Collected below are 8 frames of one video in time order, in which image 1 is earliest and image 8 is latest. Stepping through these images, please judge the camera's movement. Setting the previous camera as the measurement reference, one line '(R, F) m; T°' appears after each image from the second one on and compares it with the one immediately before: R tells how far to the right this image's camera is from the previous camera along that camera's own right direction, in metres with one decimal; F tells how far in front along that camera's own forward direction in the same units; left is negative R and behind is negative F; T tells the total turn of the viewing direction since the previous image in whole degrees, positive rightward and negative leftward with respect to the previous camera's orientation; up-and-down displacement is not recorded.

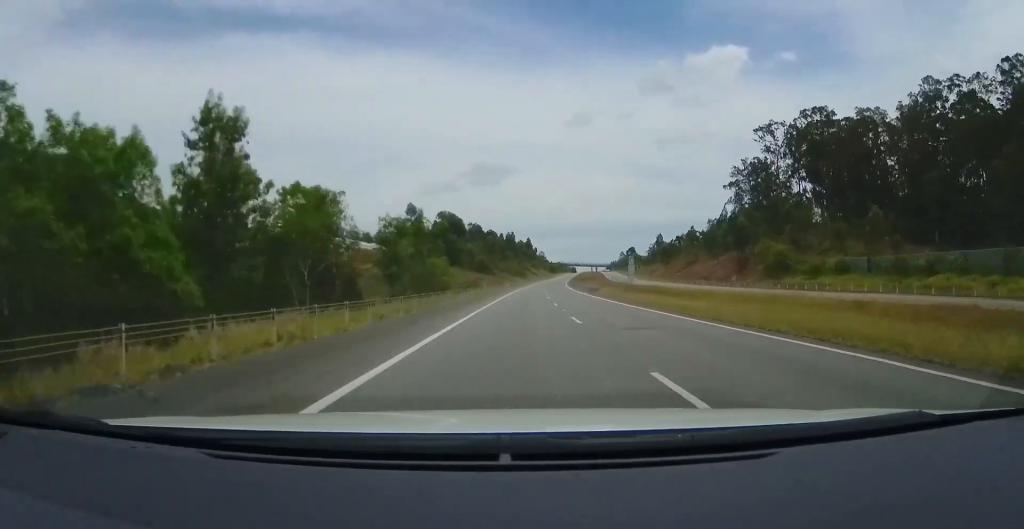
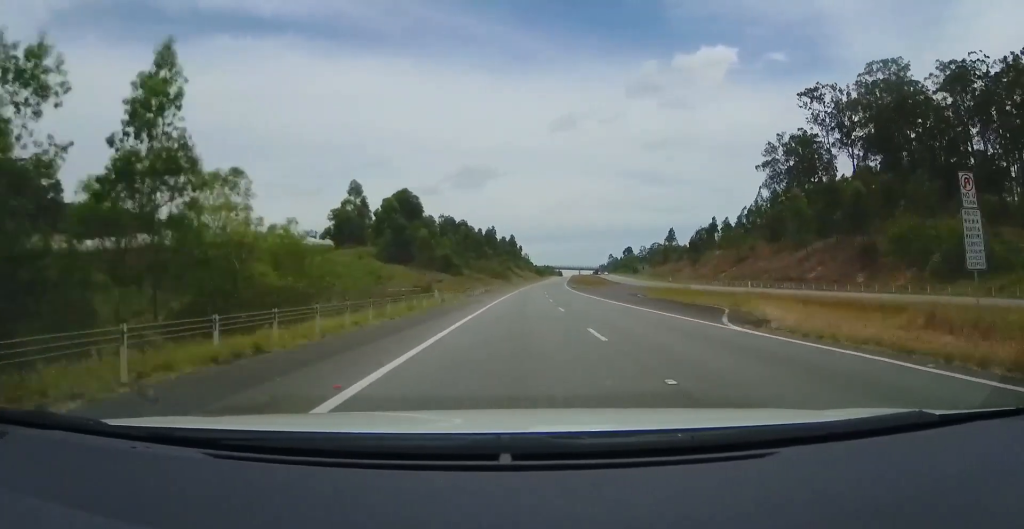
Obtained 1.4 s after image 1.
(+0.8, +41.5) m; +2°
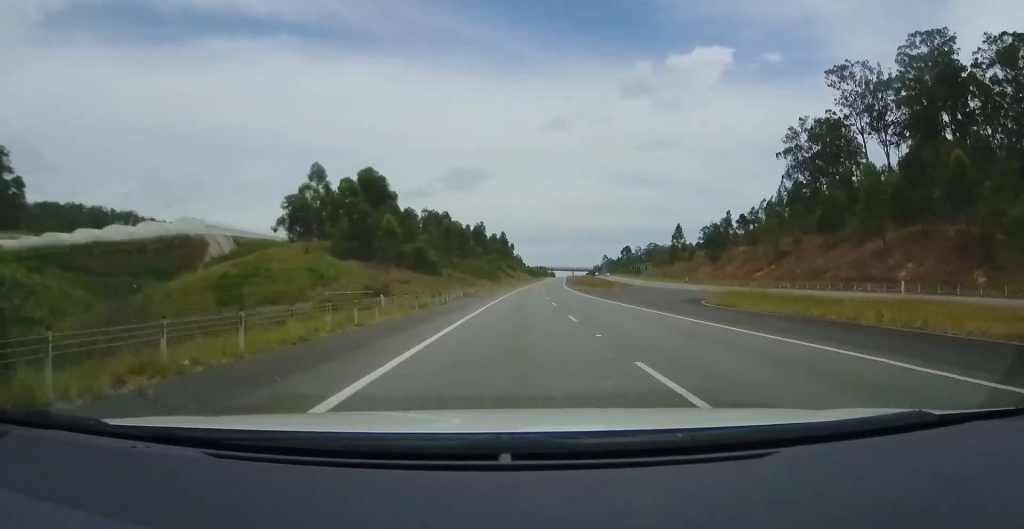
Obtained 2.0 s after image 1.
(+0.1, +18.8) m; 0°
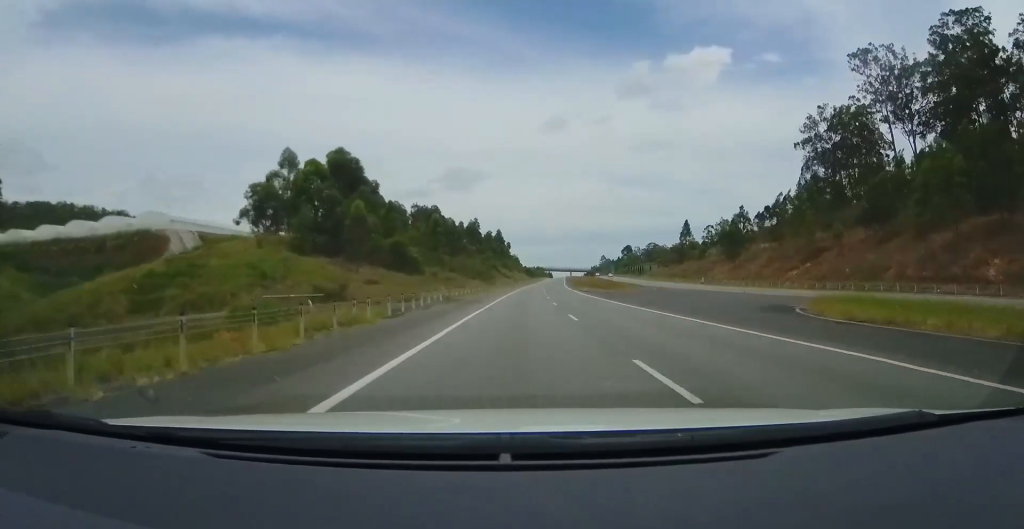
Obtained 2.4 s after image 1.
(0.0, +11.7) m; 0°
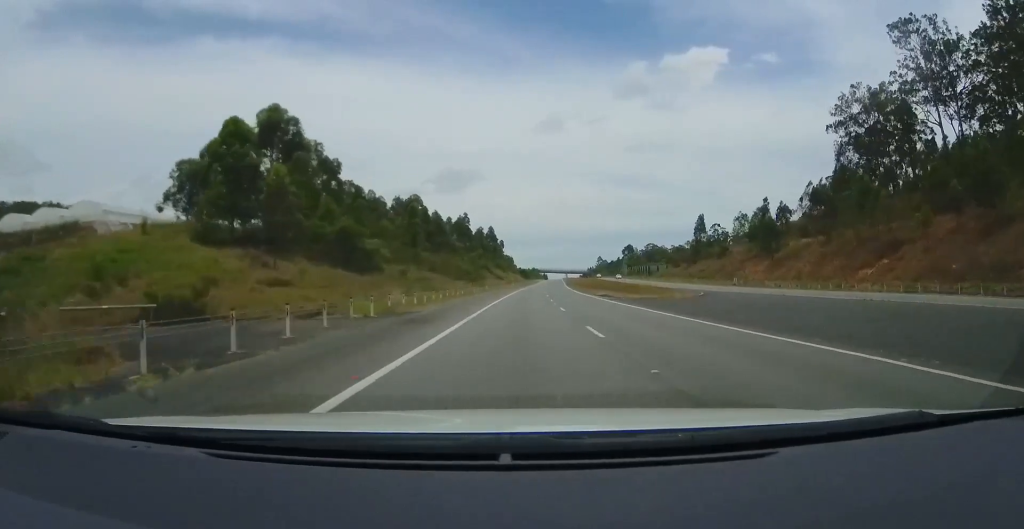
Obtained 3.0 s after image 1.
(0.0, +17.5) m; 0°
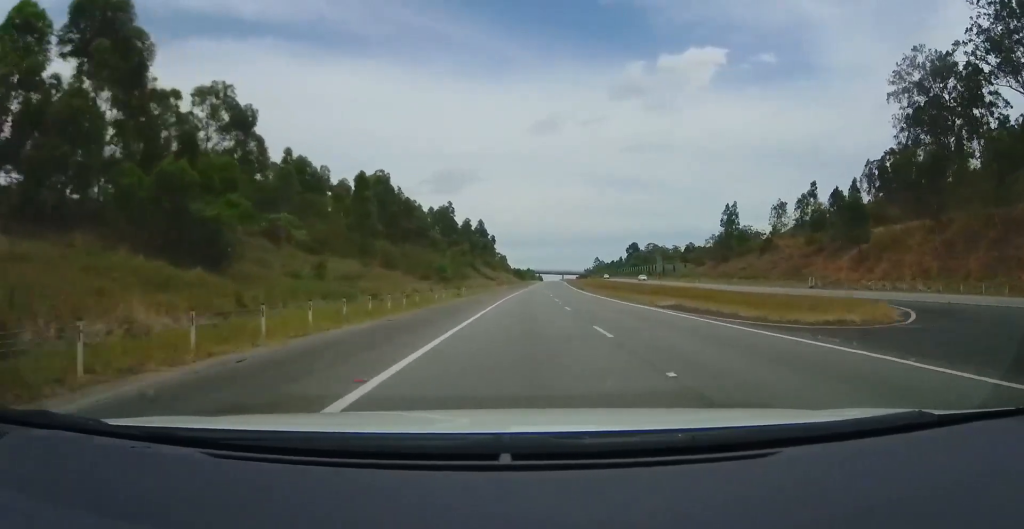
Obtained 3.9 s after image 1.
(+0.1, +24.5) m; +1°
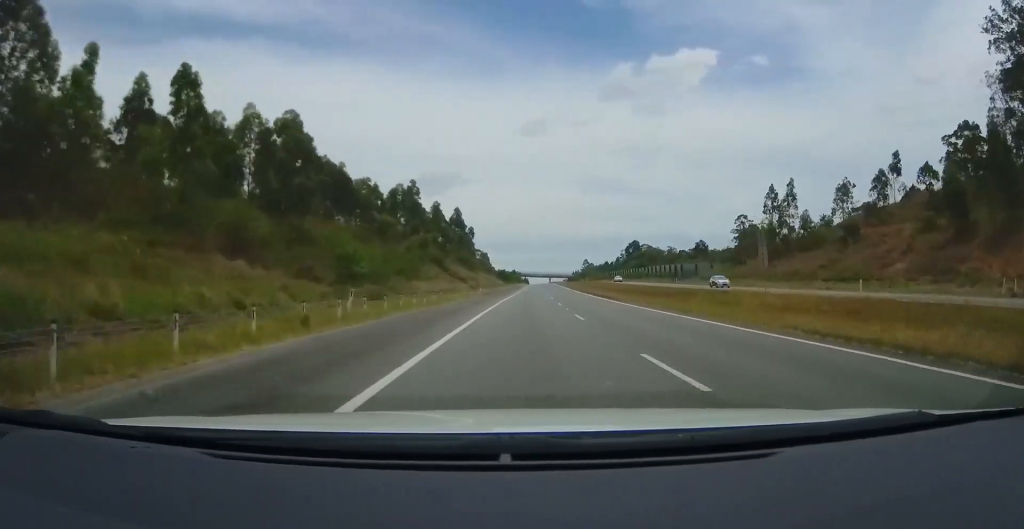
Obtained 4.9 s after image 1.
(+0.4, +30.2) m; +1°
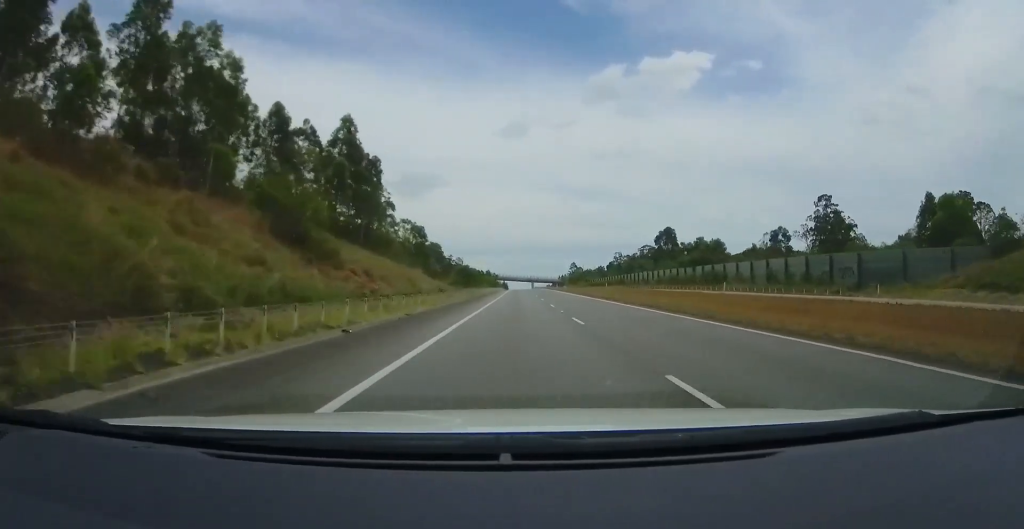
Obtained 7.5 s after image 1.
(+2.0, +74.0) m; +4°
